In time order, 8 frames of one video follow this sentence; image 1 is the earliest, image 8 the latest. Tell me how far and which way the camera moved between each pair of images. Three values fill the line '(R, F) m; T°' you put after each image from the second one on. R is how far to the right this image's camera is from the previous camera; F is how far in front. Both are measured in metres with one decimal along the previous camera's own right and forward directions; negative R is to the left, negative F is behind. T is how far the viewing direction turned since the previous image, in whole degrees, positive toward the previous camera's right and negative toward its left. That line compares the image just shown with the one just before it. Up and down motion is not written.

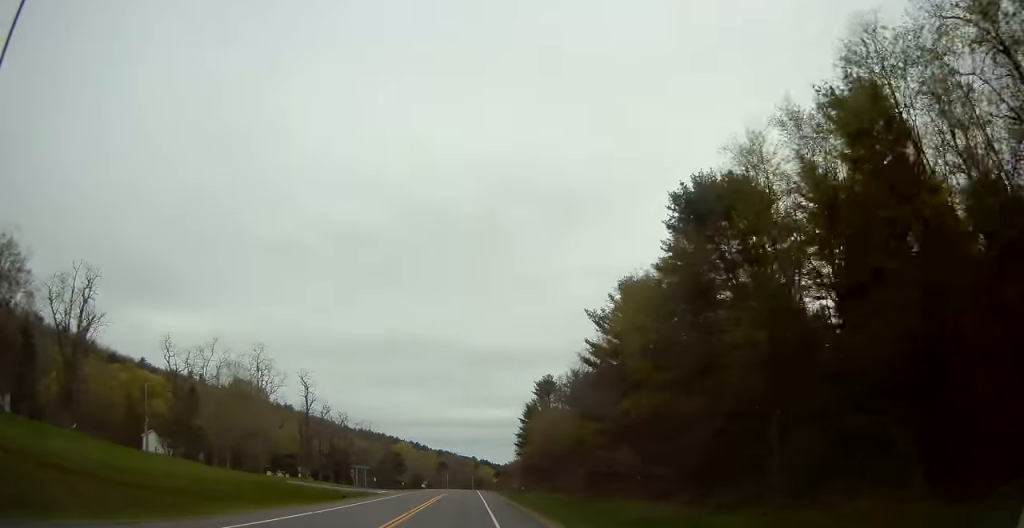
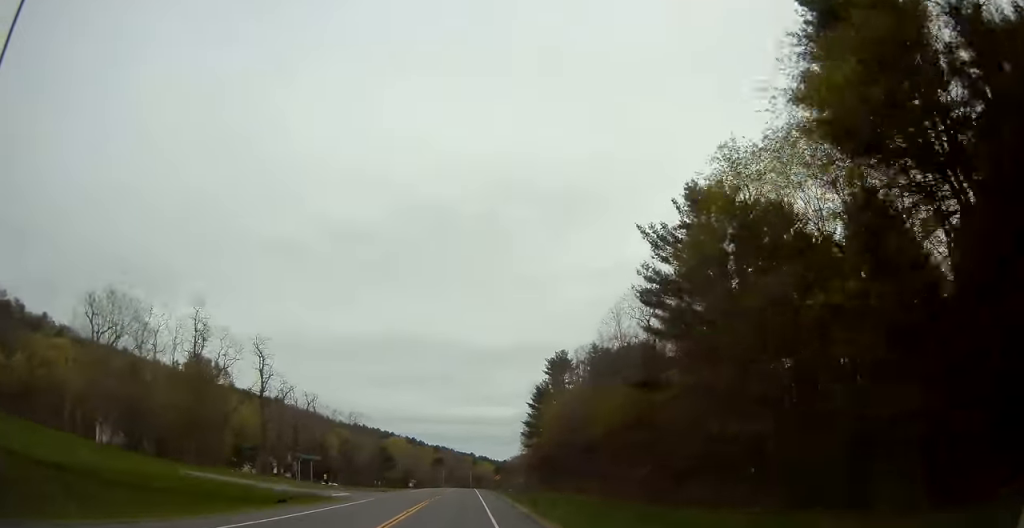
(-0.2, +19.0) m; 0°
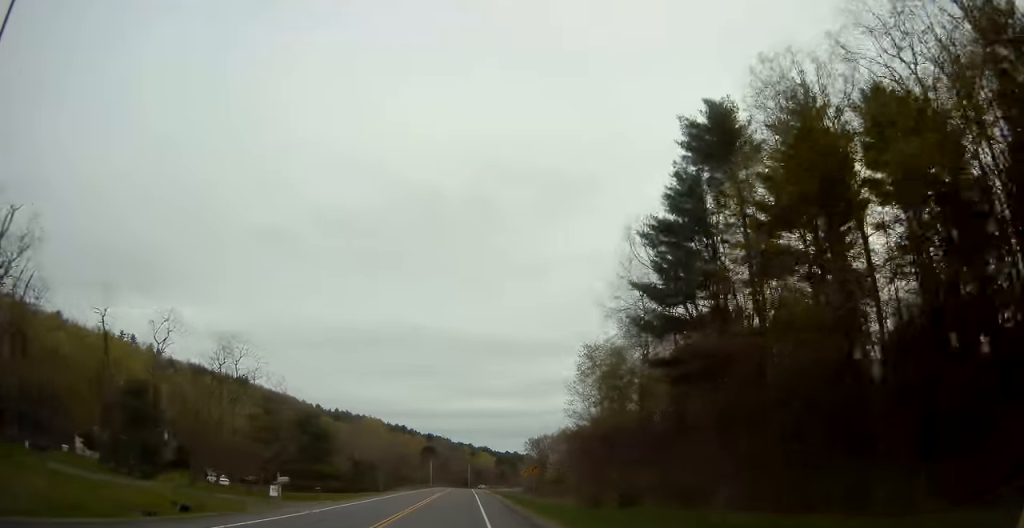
(0.0, +63.7) m; -1°
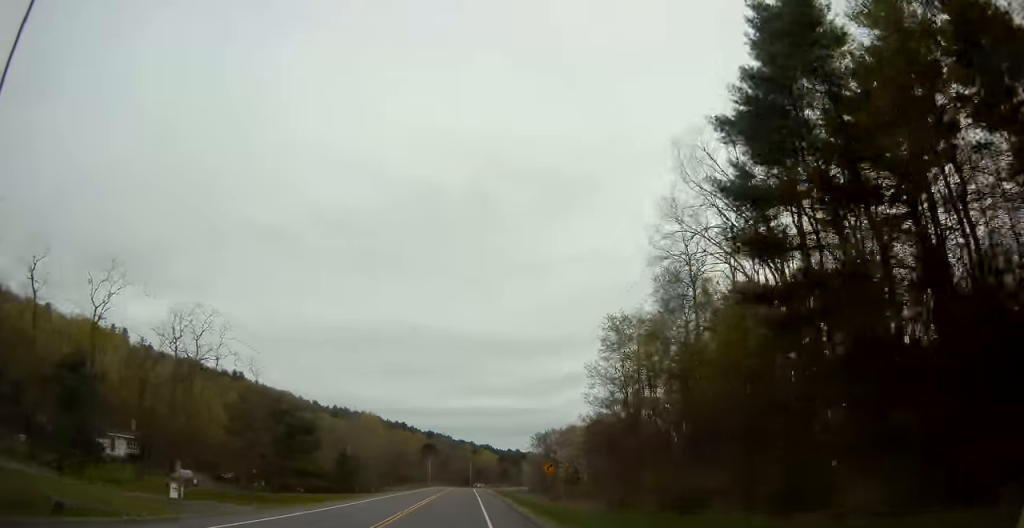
(+0.1, +10.3) m; 0°
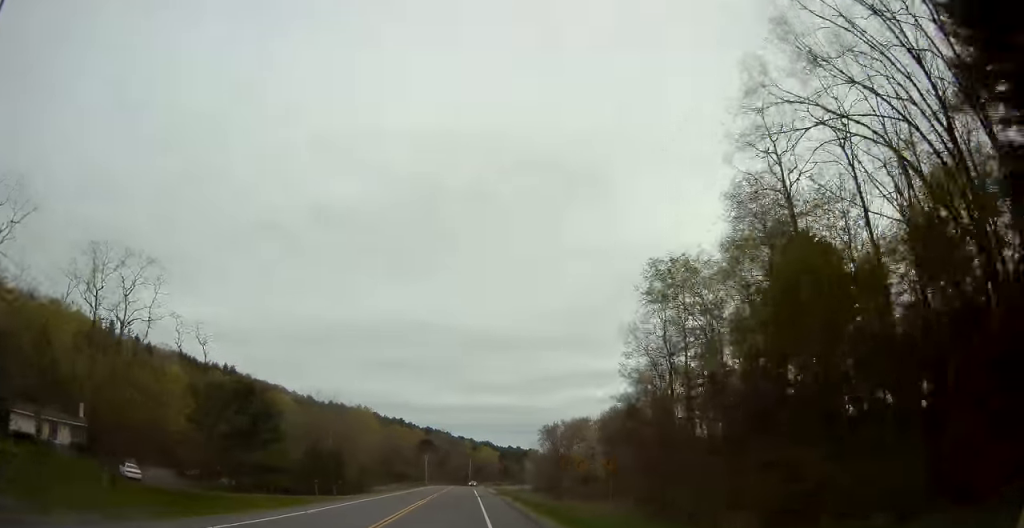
(0.0, +12.9) m; 0°
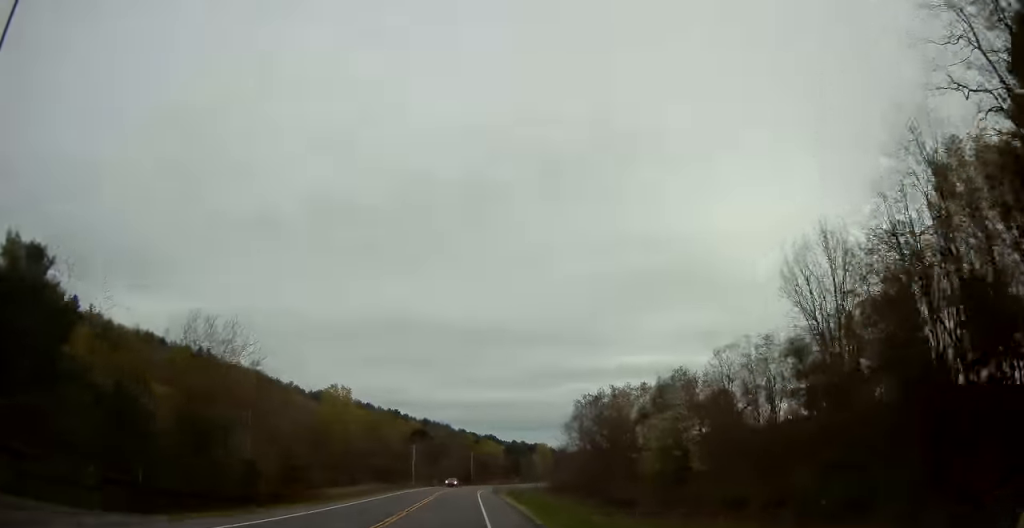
(-0.1, +35.2) m; 0°
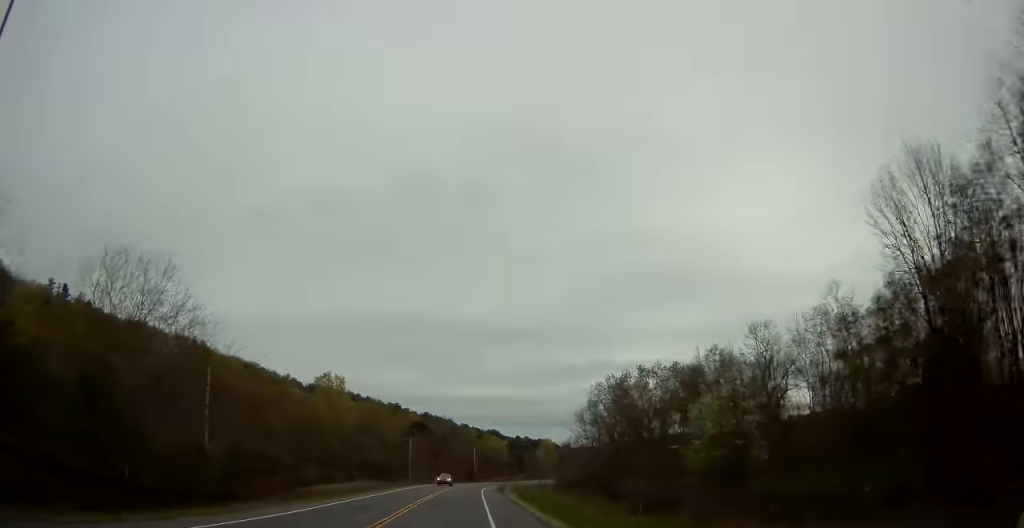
(0.0, +10.3) m; 0°
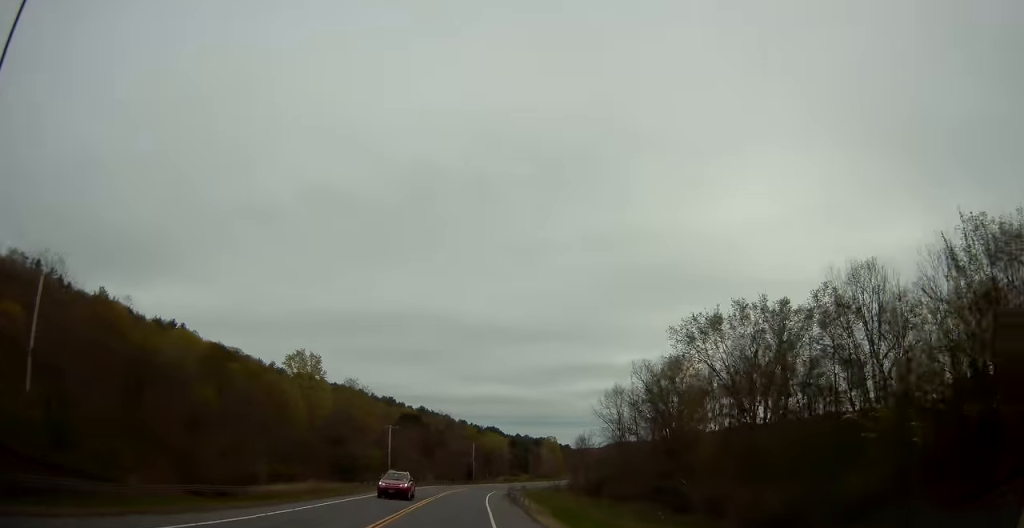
(0.0, +22.4) m; 0°
